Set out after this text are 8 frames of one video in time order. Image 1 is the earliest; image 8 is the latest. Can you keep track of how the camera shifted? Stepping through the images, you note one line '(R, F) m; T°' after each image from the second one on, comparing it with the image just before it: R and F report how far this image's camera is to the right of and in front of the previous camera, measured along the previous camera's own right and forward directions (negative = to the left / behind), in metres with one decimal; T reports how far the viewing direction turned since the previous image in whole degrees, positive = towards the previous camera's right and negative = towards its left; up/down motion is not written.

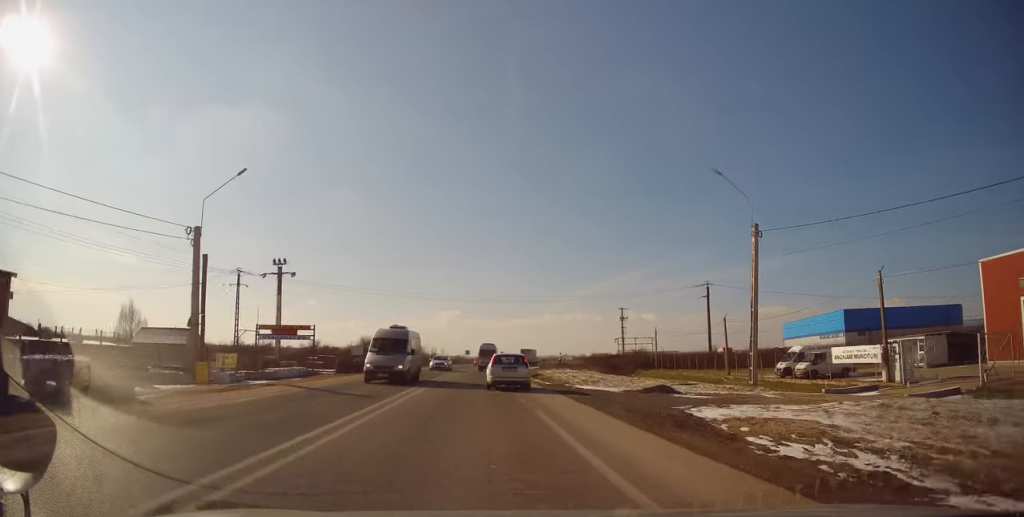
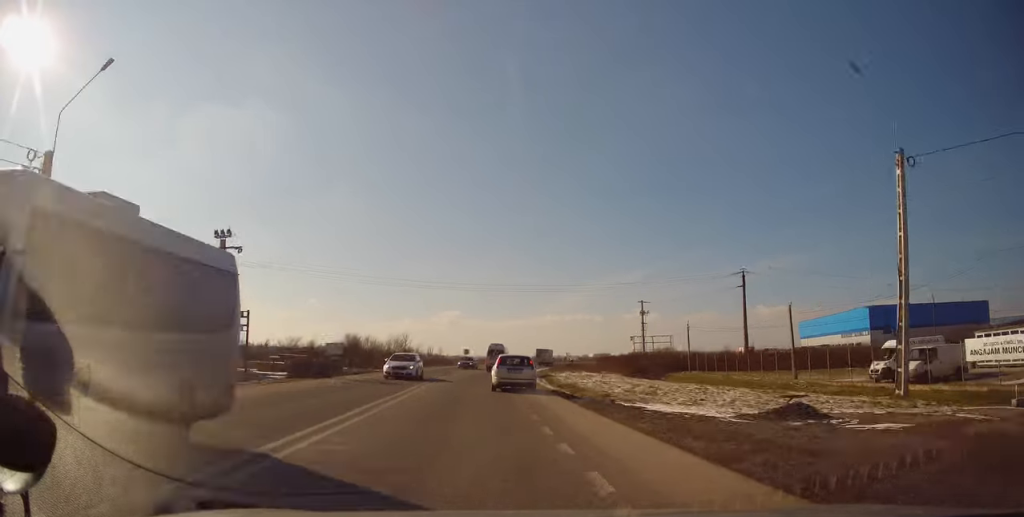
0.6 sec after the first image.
(-0.2, +11.7) m; 0°
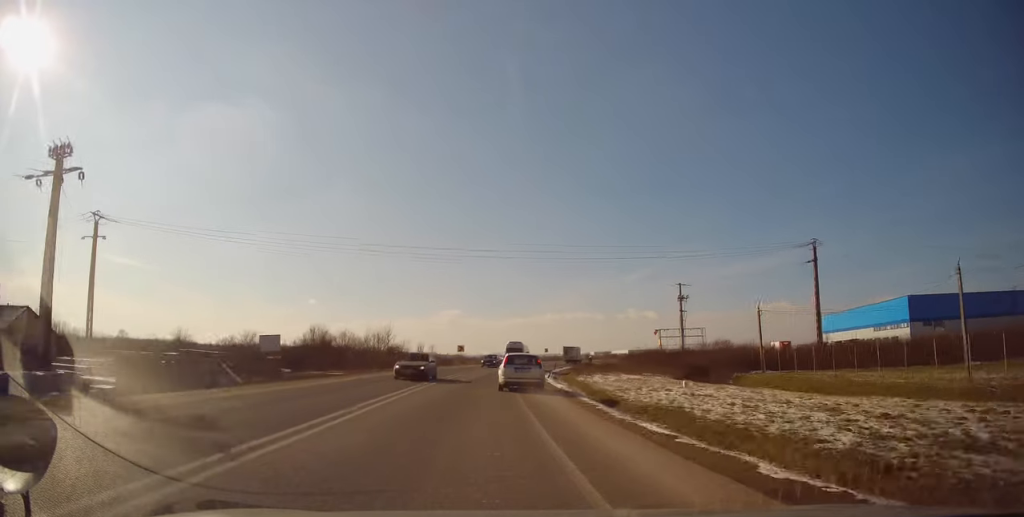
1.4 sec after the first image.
(-0.2, +17.1) m; 0°
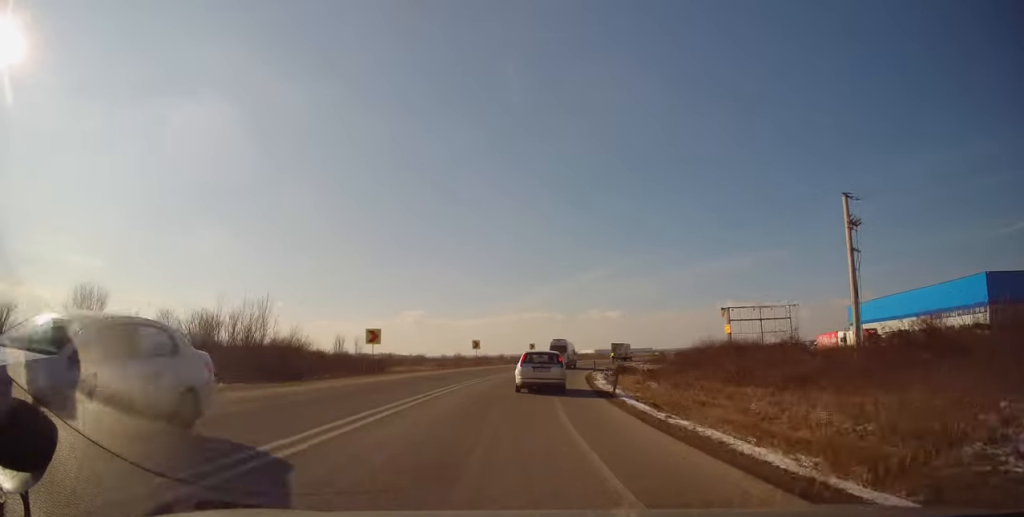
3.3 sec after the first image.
(+0.9, +37.7) m; +3°
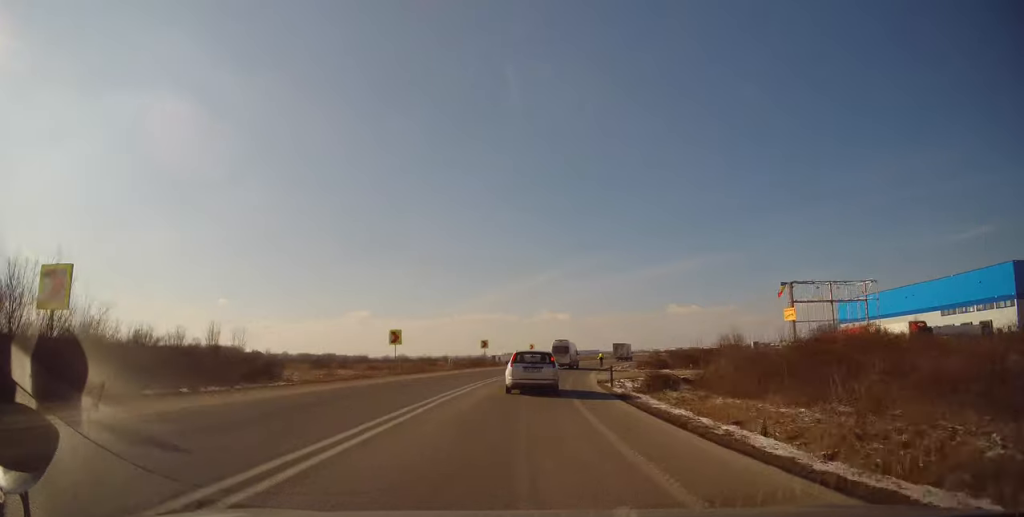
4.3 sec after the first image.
(+0.7, +20.9) m; +5°
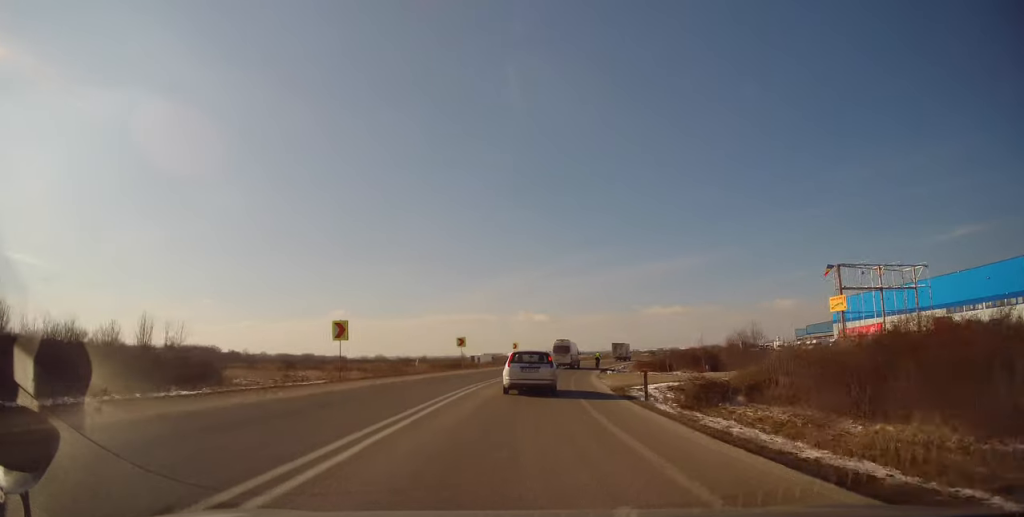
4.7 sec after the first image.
(+0.3, +7.7) m; +3°
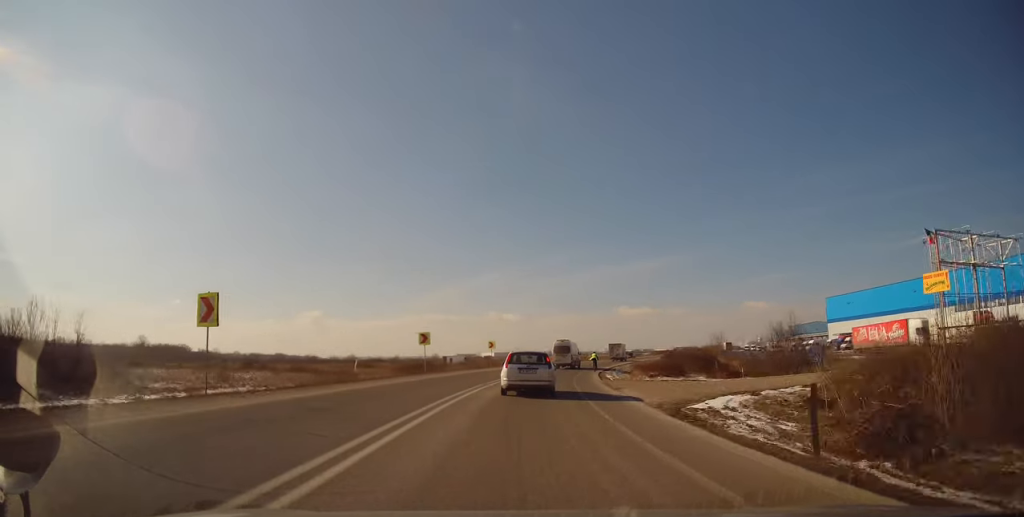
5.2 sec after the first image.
(+0.1, +9.7) m; +3°
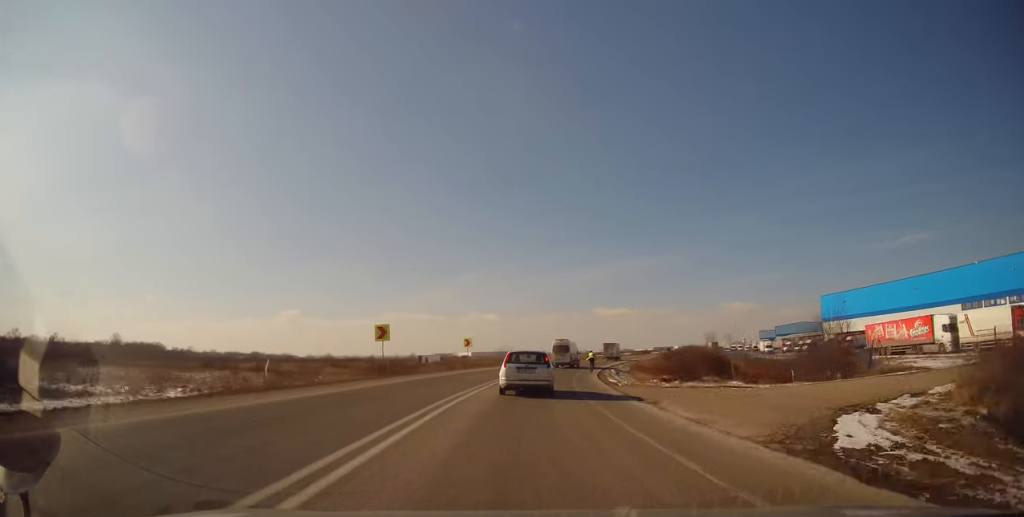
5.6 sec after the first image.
(+0.4, +7.7) m; +2°
